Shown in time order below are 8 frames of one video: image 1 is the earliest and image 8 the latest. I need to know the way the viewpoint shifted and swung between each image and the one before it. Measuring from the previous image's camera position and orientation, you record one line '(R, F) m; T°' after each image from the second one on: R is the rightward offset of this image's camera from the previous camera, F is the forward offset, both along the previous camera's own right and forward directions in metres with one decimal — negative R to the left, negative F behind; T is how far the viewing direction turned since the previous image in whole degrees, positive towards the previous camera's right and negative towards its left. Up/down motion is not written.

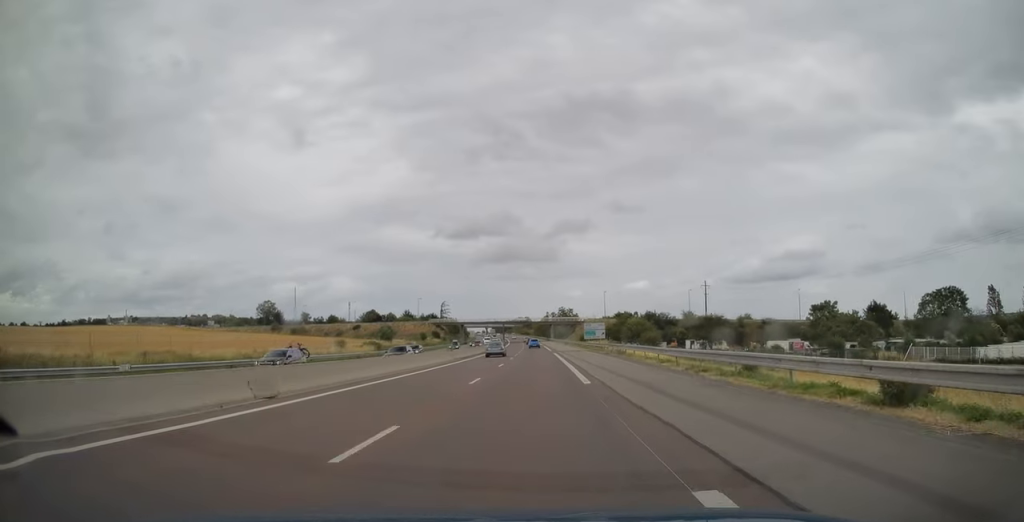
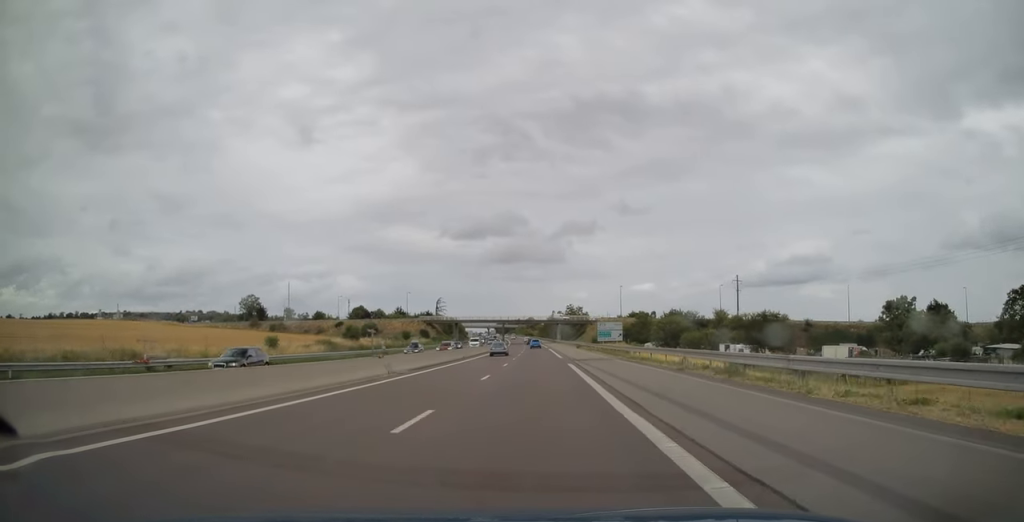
(-0.1, +23.7) m; -1°
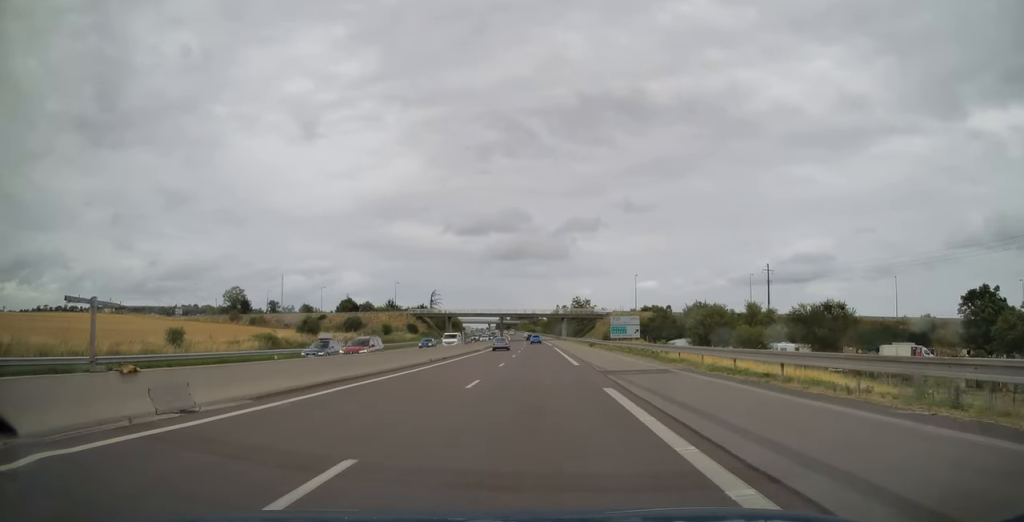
(0.0, +18.3) m; 0°
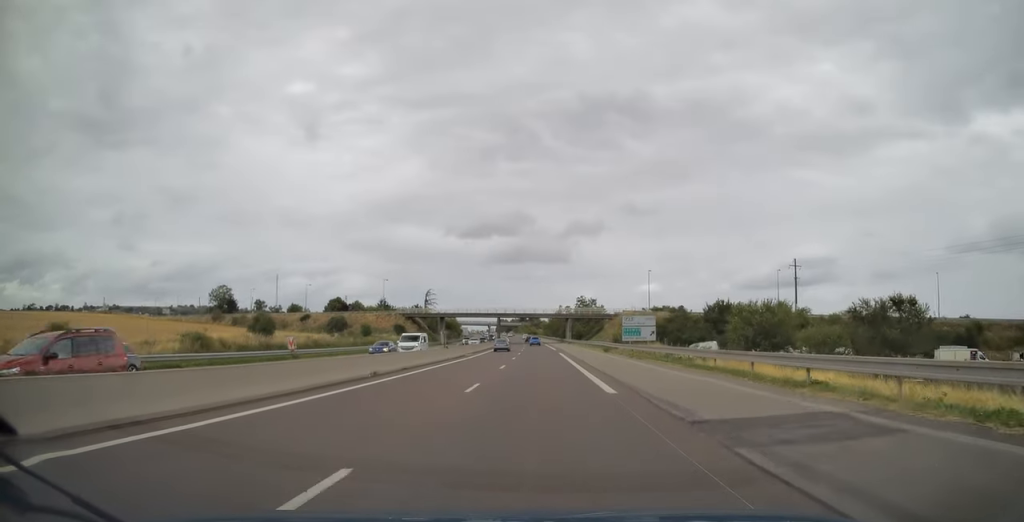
(-0.1, +13.5) m; 0°
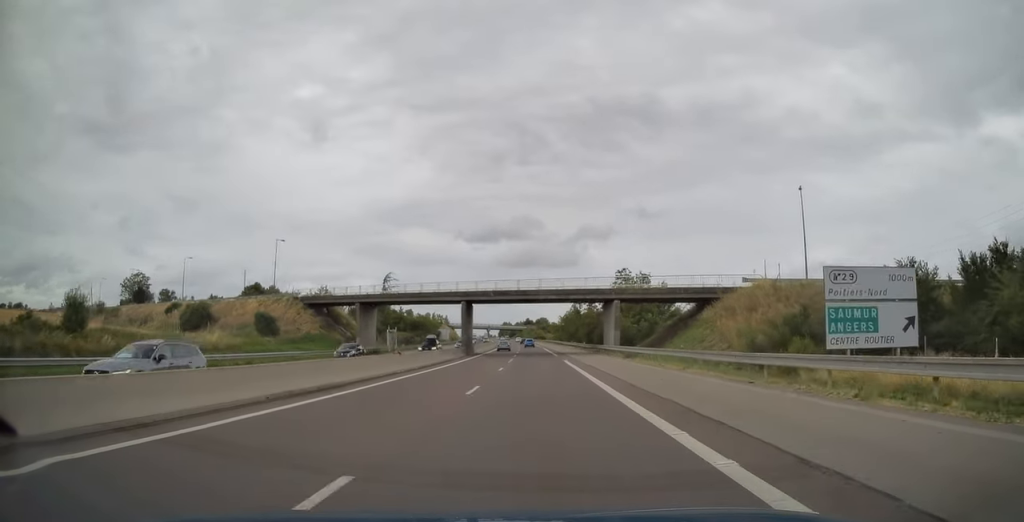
(-0.3, +64.8) m; -1°
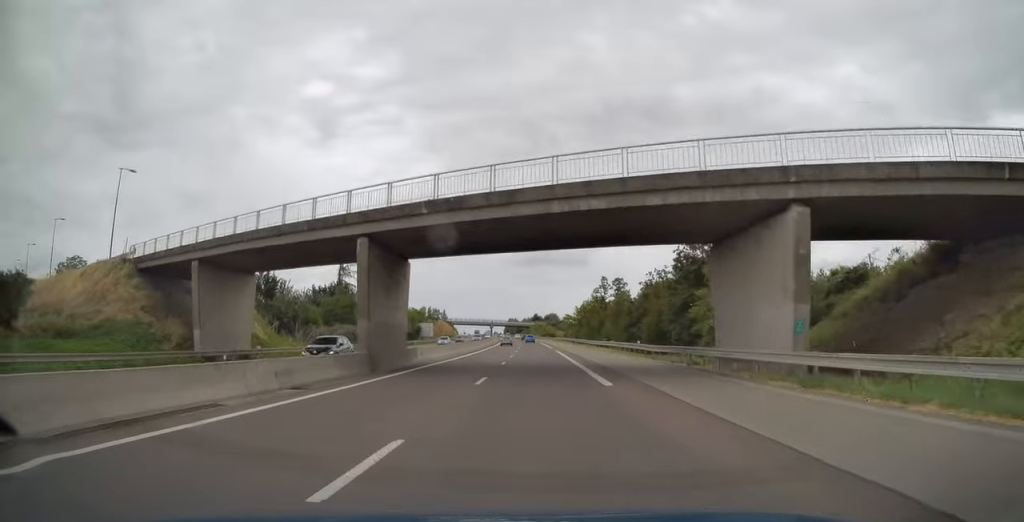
(-0.2, +36.9) m; -1°
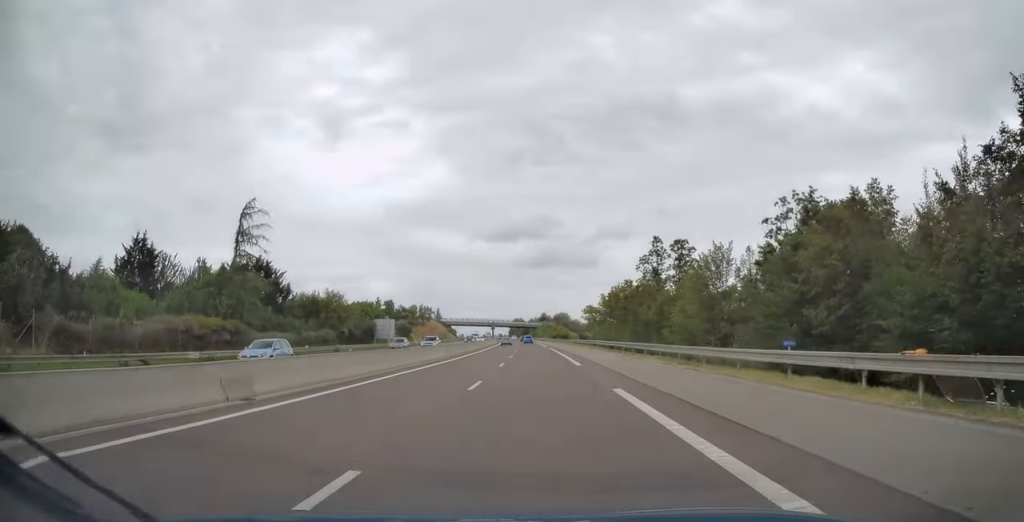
(-0.5, +40.6) m; 0°
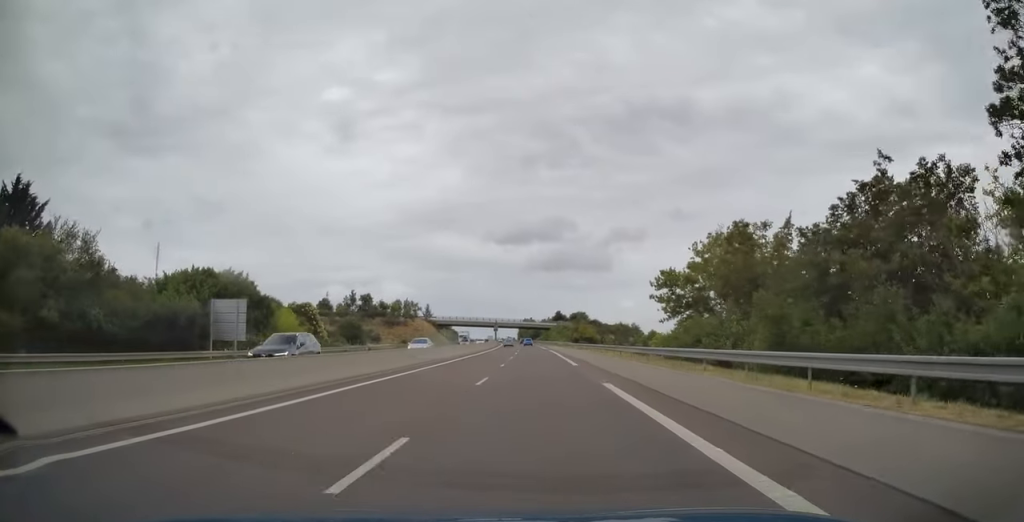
(-0.2, +49.6) m; -1°
